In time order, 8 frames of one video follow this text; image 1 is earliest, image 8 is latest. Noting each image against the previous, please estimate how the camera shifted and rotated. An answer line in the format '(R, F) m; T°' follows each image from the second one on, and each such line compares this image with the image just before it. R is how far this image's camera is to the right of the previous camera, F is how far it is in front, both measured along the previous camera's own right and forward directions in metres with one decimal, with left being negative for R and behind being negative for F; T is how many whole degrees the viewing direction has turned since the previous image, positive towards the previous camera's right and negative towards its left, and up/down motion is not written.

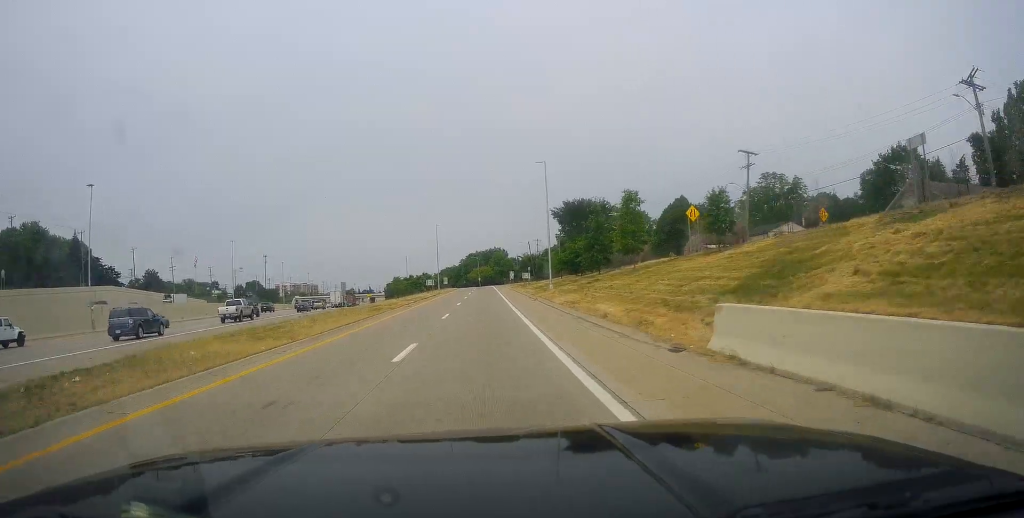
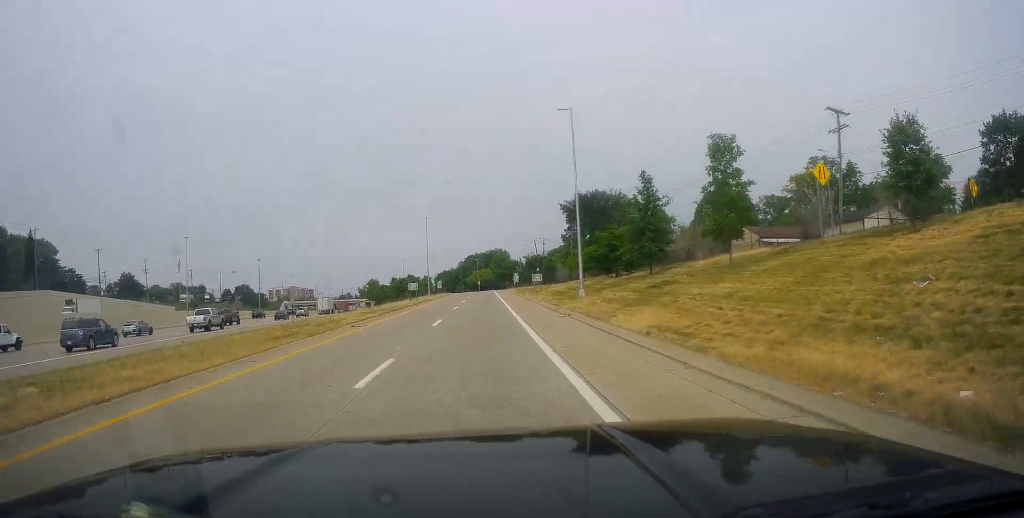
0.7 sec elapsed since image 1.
(0.0, +18.6) m; 0°
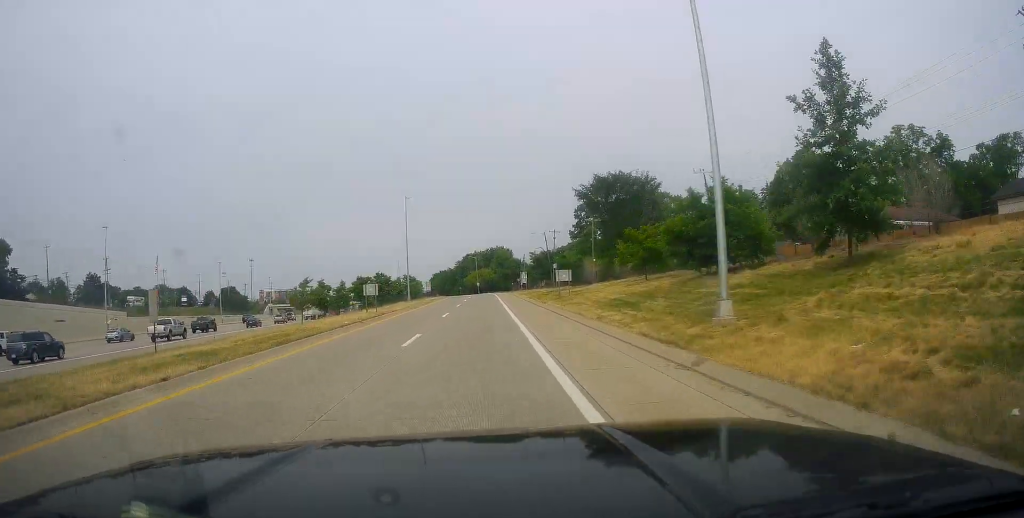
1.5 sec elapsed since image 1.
(0.0, +23.0) m; 0°
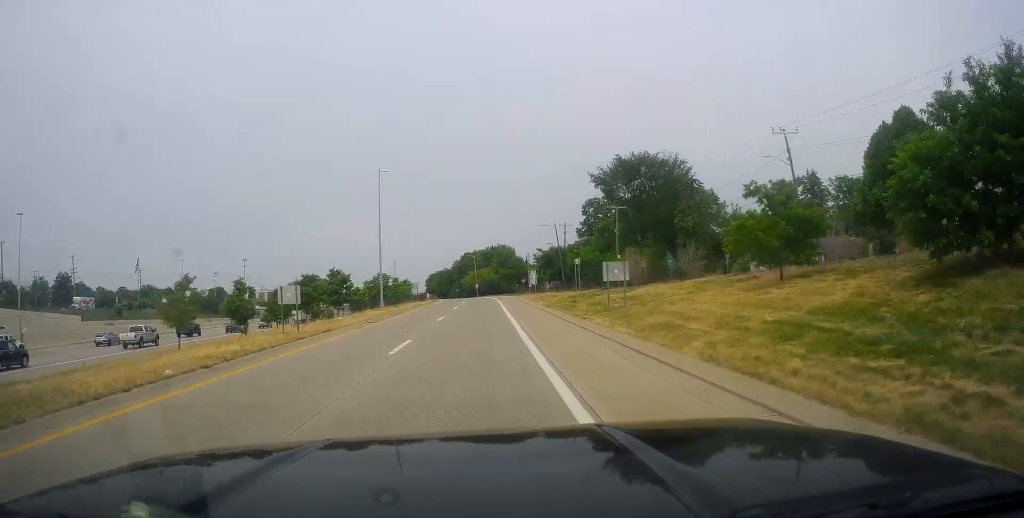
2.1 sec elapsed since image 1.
(0.0, +17.2) m; 0°
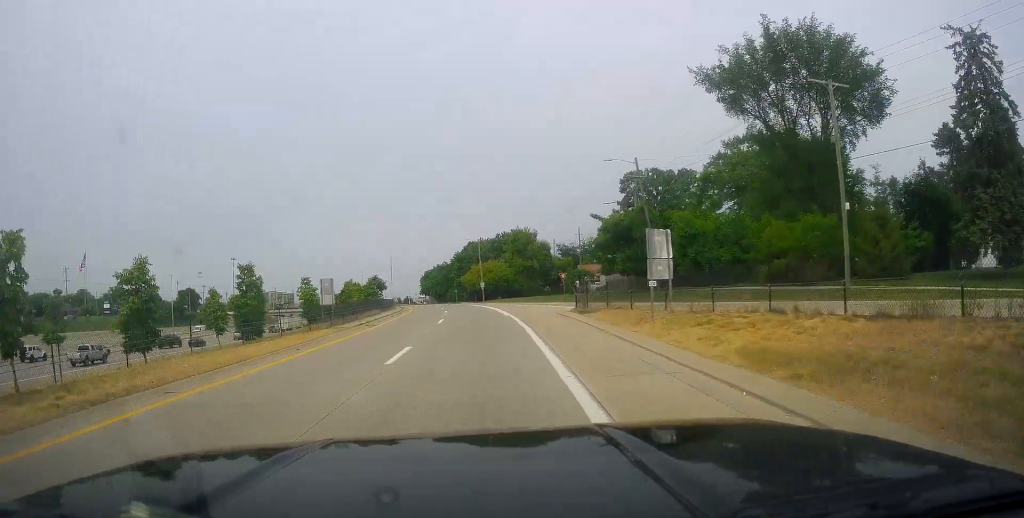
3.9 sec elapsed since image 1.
(0.0, +47.7) m; -1°
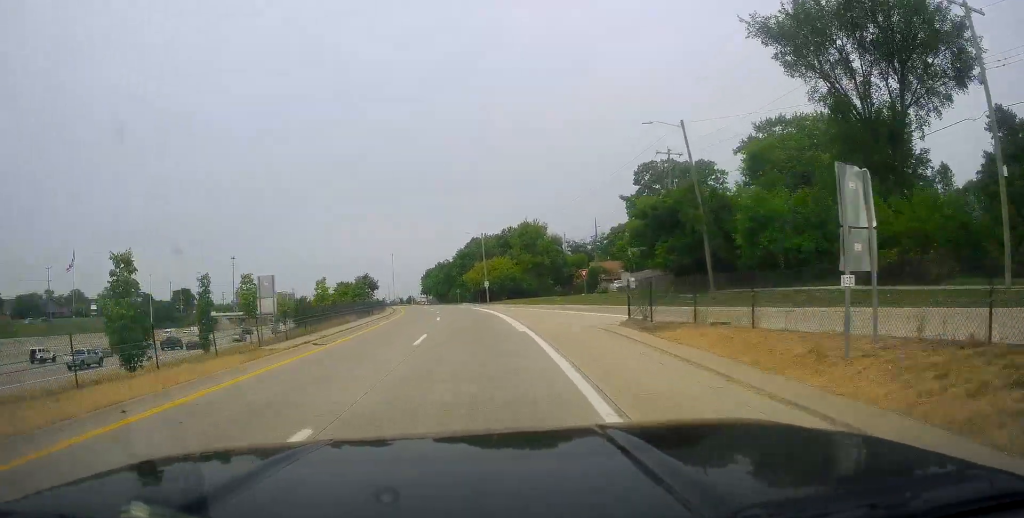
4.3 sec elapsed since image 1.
(-0.2, +10.3) m; 0°
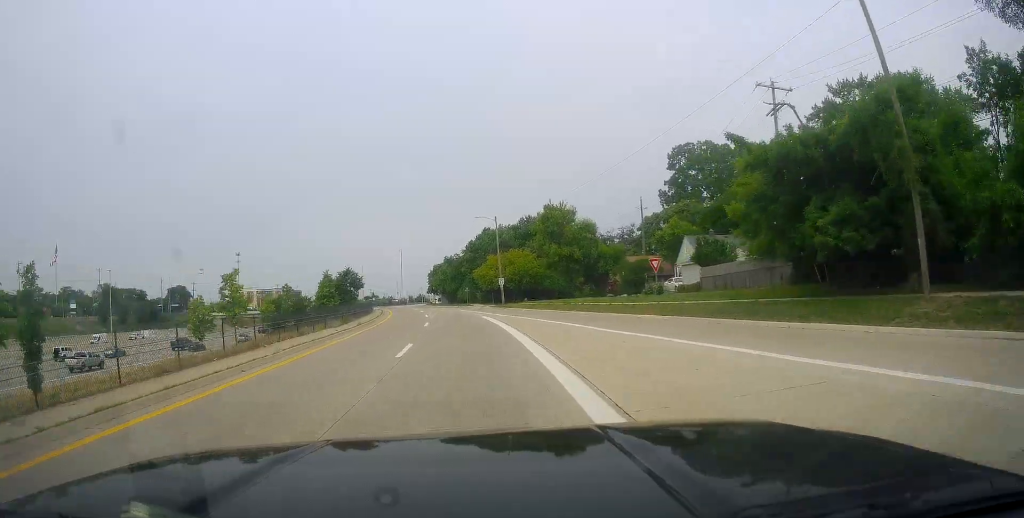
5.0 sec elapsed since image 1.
(-0.3, +18.0) m; 0°
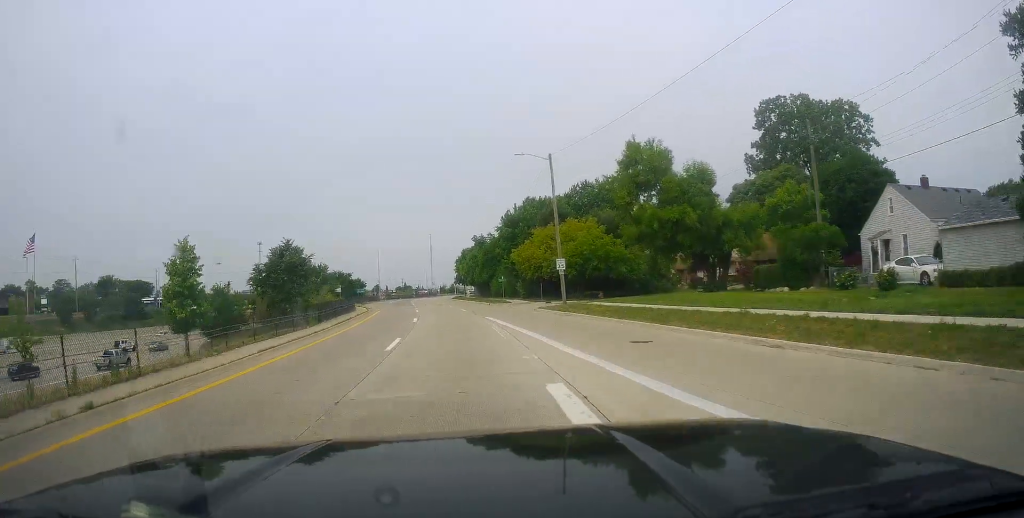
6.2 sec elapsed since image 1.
(0.0, +29.5) m; -3°
